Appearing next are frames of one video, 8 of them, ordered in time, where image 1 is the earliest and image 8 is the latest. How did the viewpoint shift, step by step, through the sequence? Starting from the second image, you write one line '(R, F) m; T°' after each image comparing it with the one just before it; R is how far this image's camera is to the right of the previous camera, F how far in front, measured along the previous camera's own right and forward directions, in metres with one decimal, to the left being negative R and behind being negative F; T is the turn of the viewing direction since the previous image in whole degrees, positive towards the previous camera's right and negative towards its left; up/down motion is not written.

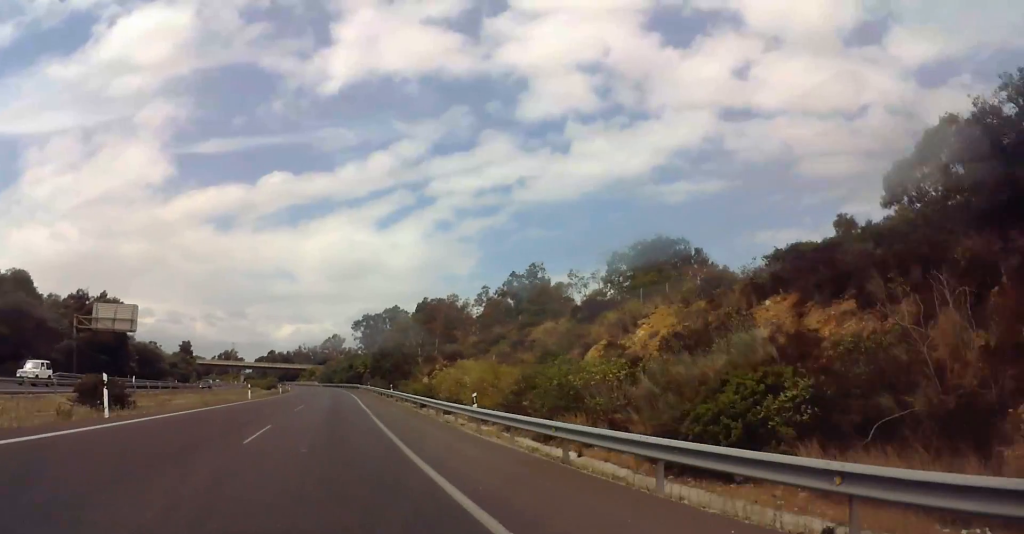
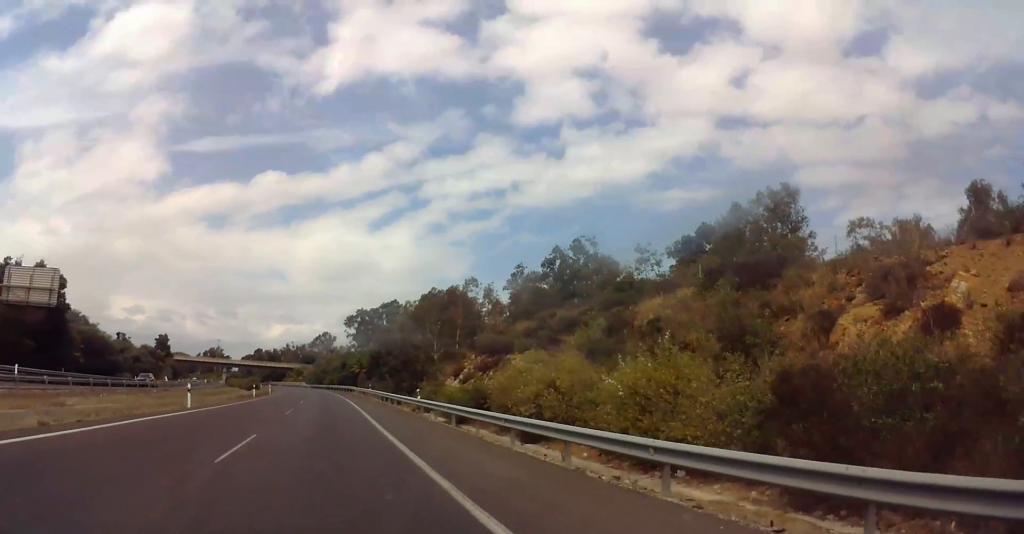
(+0.9, +21.7) m; +1°
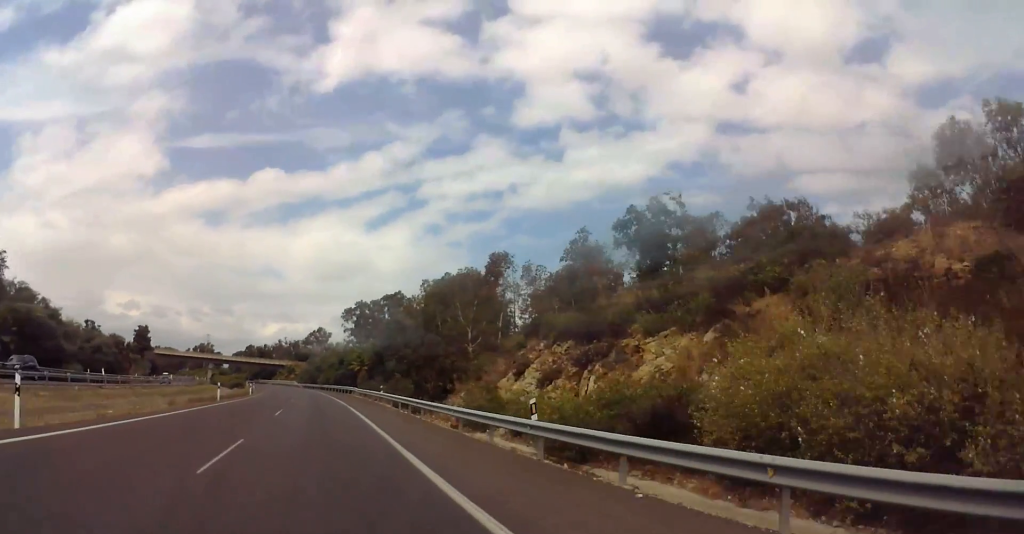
(-0.4, +17.9) m; -1°
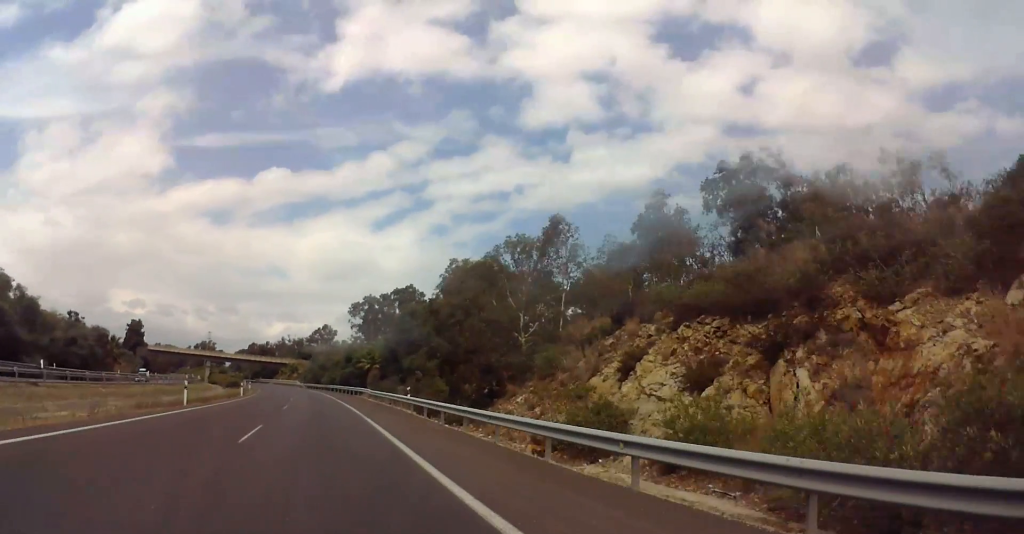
(-0.1, +13.1) m; 0°
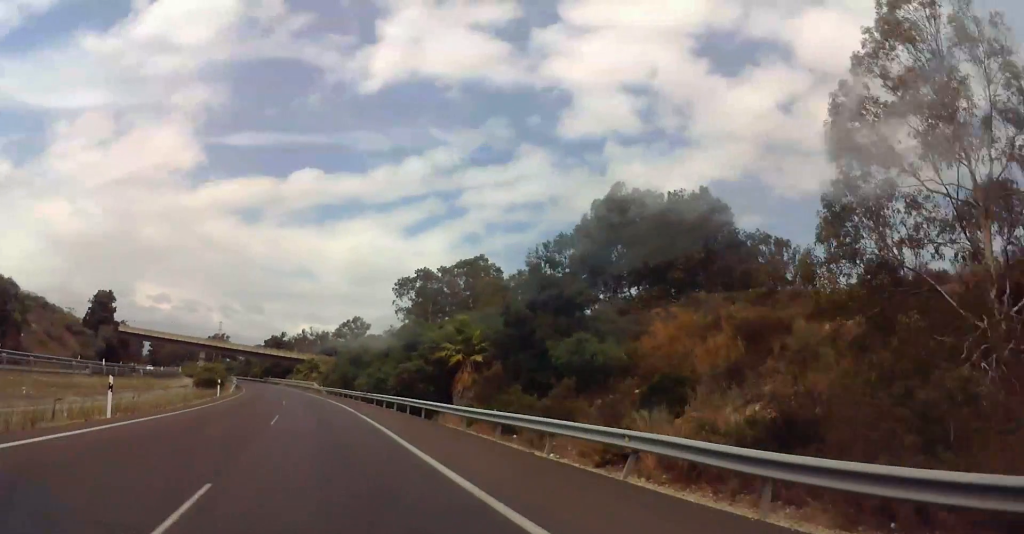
(+0.7, +45.6) m; 0°
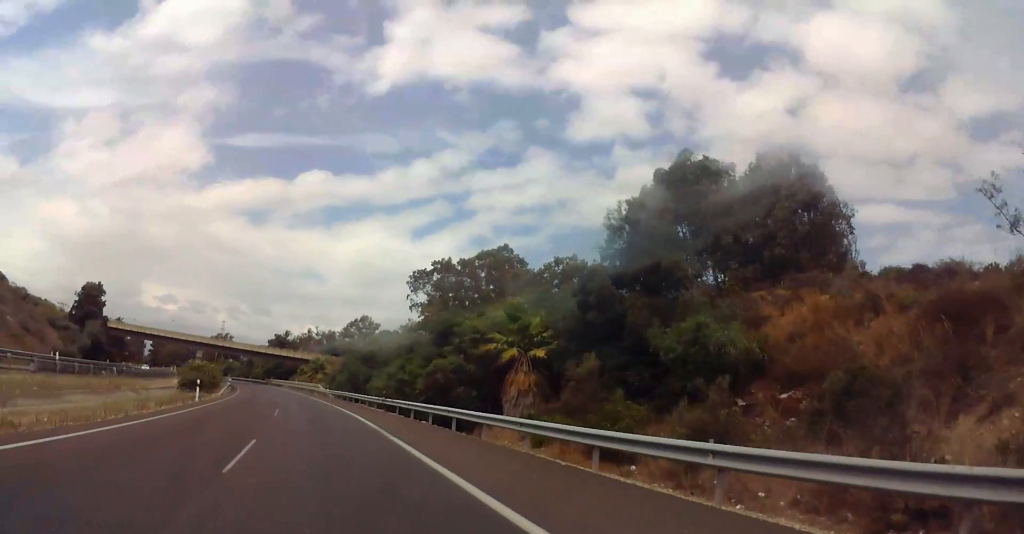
(-0.2, +12.1) m; -1°
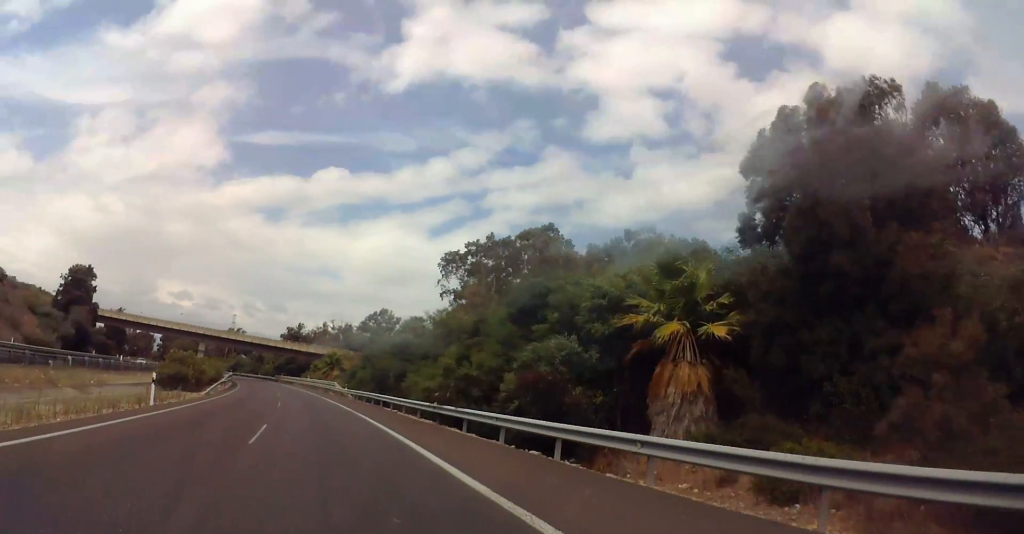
(-0.1, +13.9) m; -2°
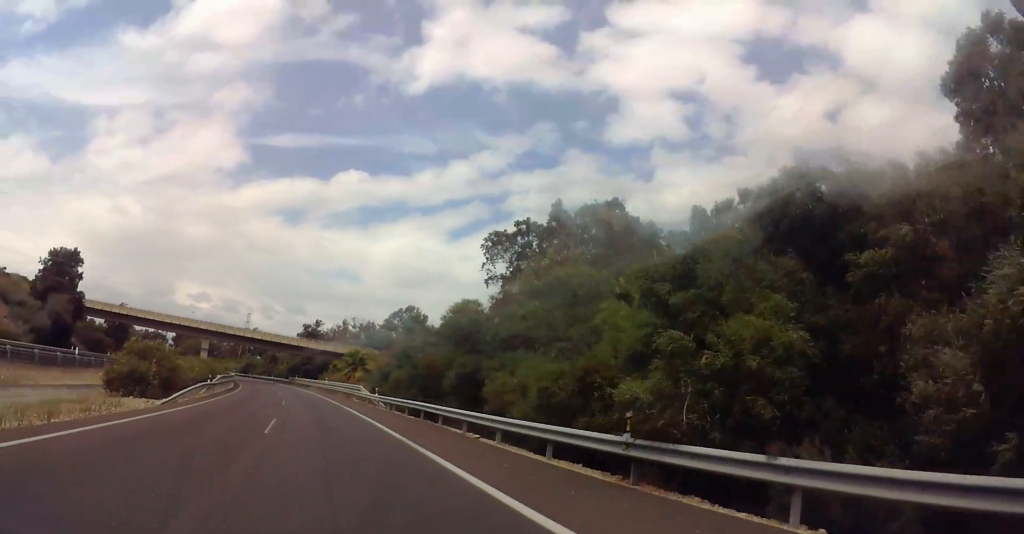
(+0.1, +14.8) m; -2°
